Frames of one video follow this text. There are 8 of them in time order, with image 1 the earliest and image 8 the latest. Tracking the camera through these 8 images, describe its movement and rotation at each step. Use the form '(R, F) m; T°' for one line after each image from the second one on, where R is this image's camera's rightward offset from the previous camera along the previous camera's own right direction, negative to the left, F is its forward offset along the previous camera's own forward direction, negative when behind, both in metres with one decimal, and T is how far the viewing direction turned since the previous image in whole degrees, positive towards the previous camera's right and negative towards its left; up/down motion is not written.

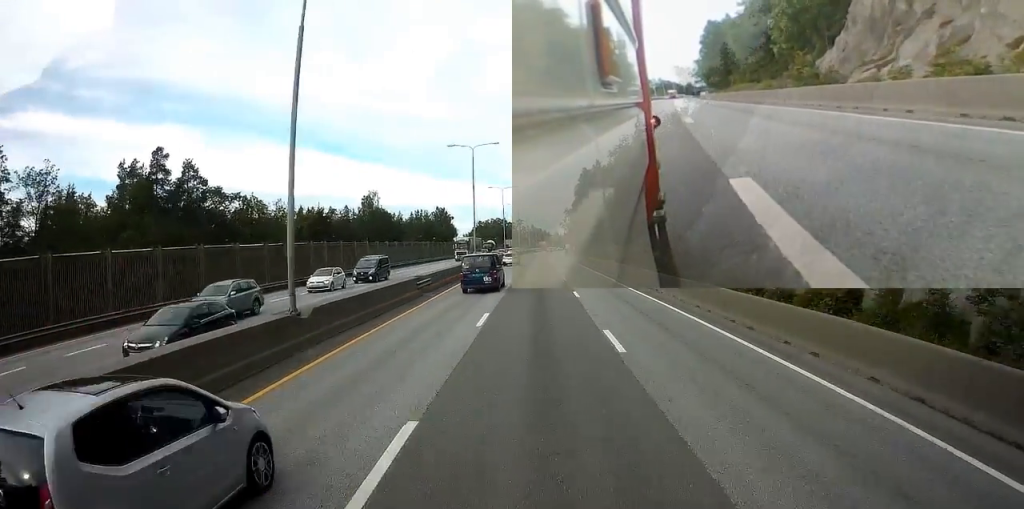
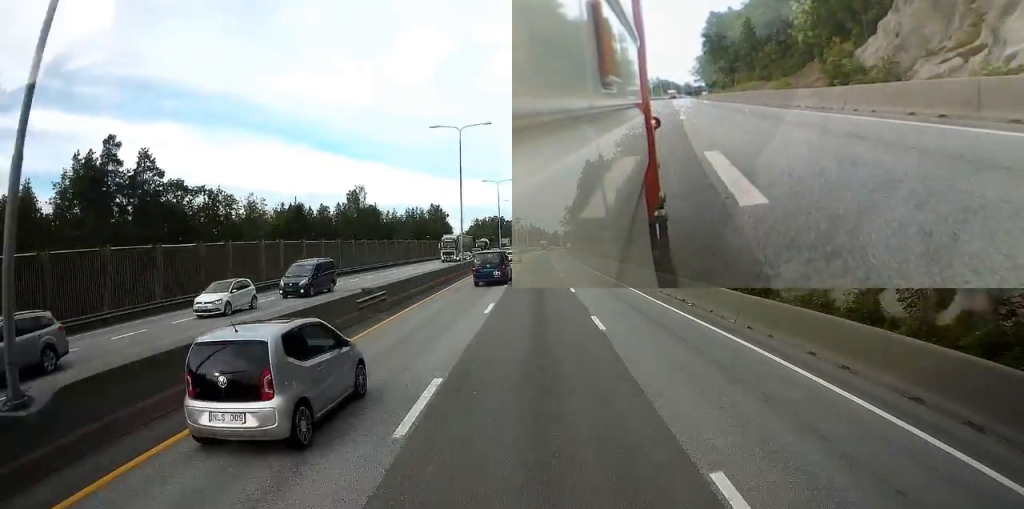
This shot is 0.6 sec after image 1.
(0.0, +10.2) m; 0°
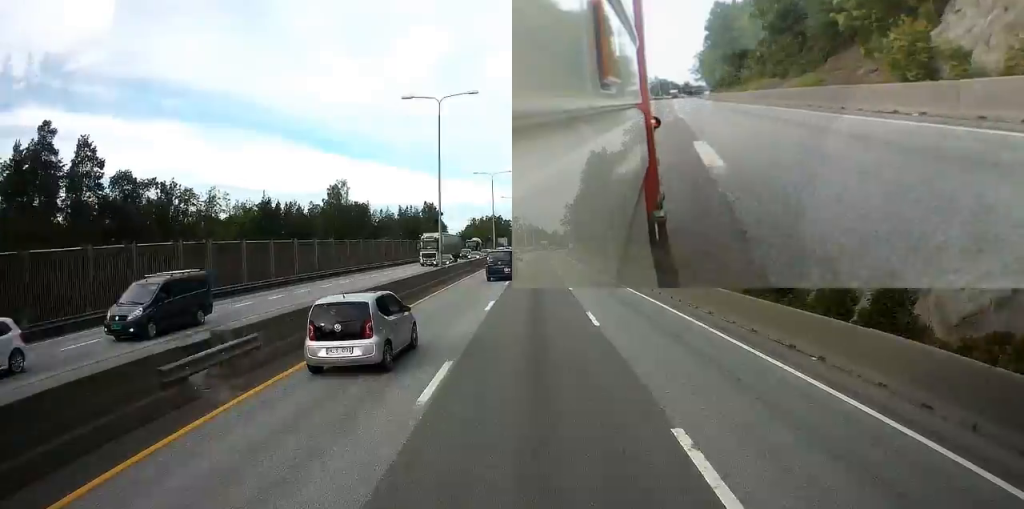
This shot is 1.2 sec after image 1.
(0.0, +10.9) m; 0°
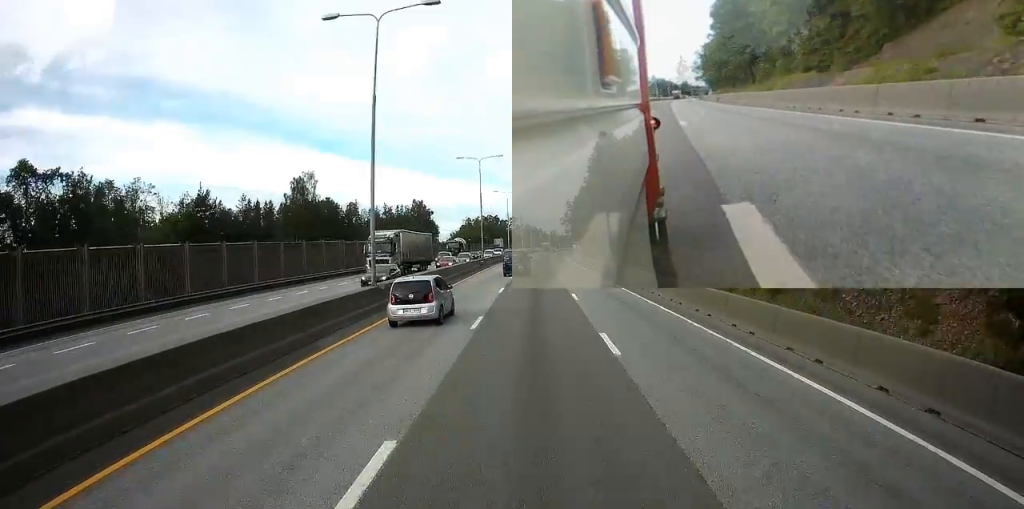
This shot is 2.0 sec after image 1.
(+0.1, +15.8) m; 0°
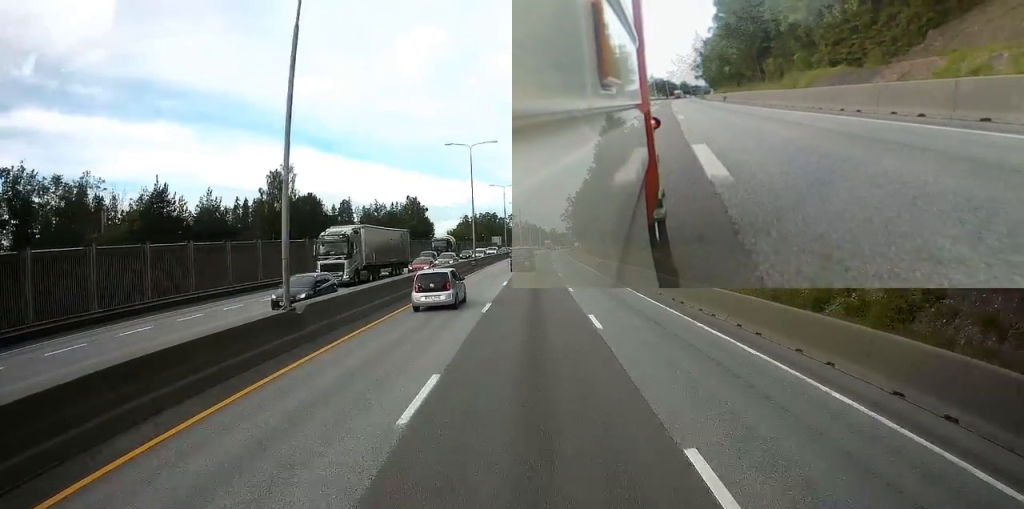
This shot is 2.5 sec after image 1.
(0.0, +8.5) m; 0°
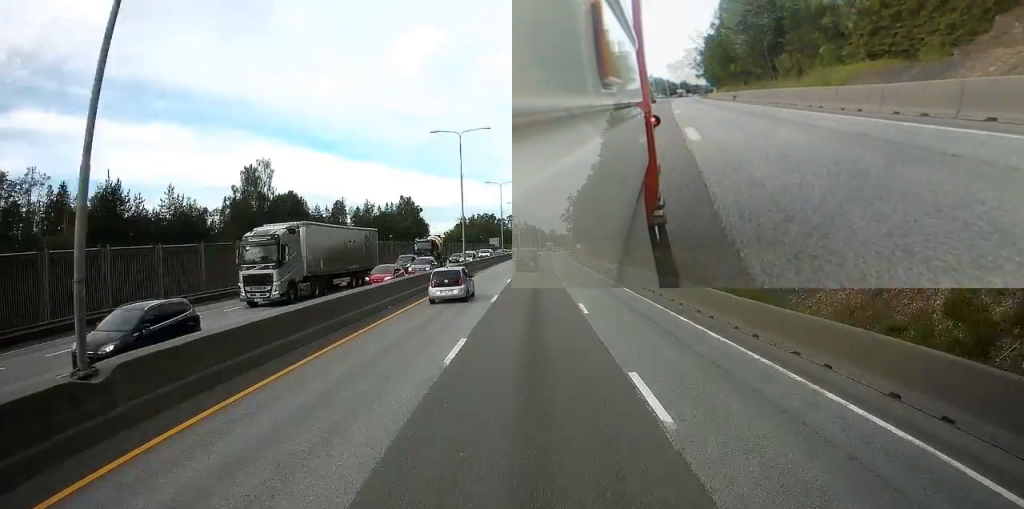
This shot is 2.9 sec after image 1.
(0.0, +8.0) m; 0°
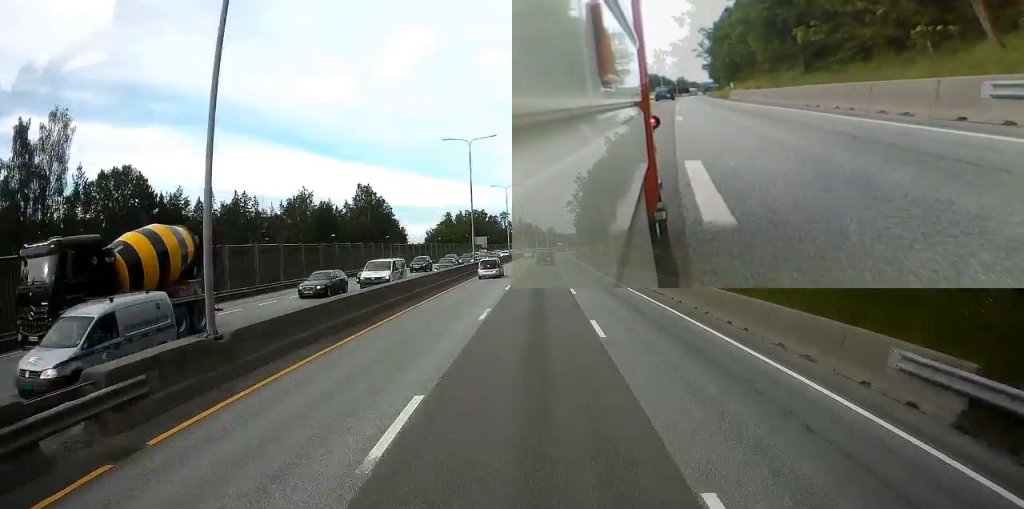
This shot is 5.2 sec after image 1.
(0.0, +41.5) m; +1°
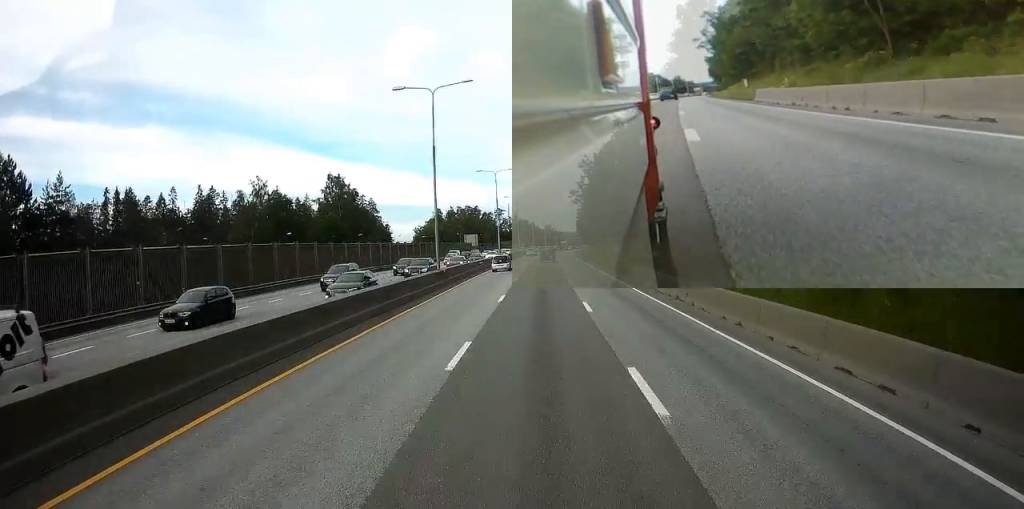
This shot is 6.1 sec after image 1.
(+0.2, +18.5) m; +1°
